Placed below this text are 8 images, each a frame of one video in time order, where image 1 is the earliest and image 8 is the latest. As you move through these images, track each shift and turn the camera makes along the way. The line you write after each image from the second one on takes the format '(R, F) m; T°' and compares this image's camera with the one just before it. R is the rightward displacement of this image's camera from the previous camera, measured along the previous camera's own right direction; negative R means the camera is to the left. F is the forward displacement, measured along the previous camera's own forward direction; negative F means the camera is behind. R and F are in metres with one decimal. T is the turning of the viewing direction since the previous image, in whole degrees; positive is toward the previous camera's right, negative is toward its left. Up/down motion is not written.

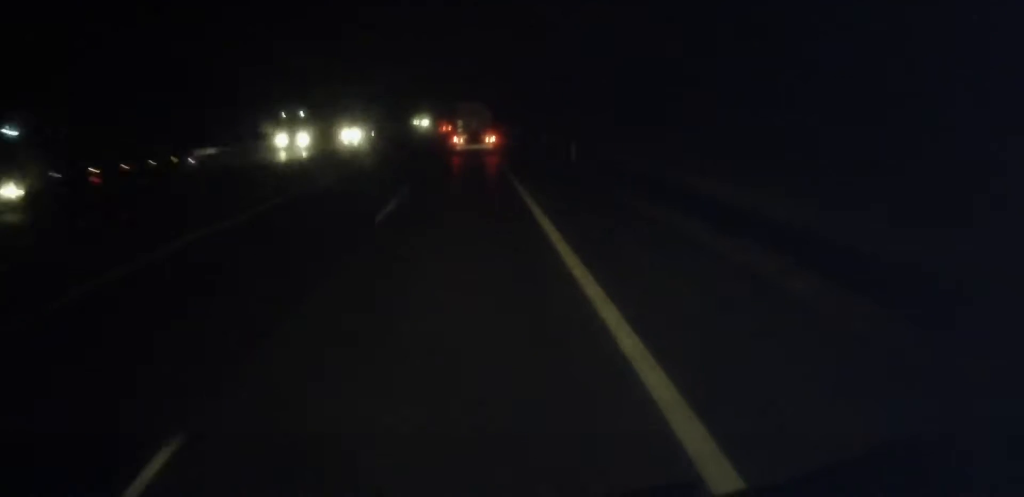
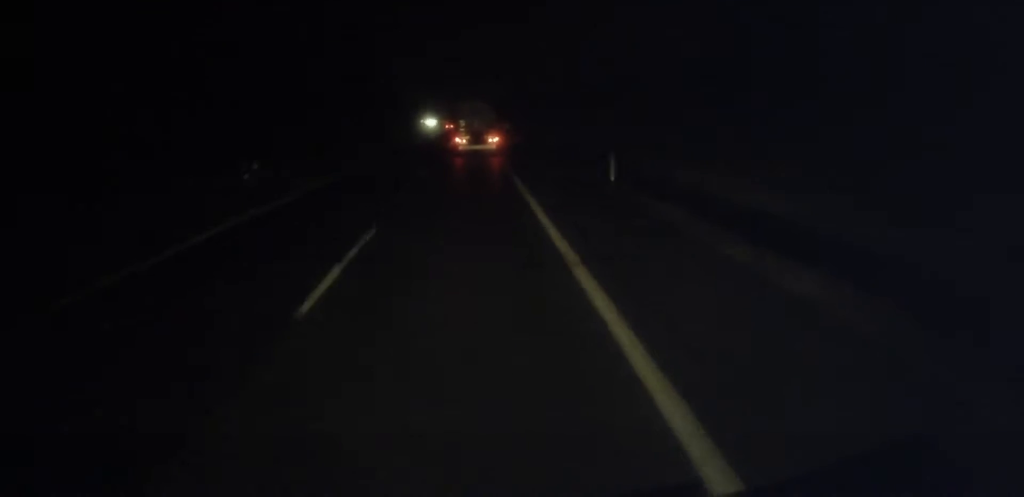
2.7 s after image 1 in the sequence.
(-0.2, +62.3) m; -1°
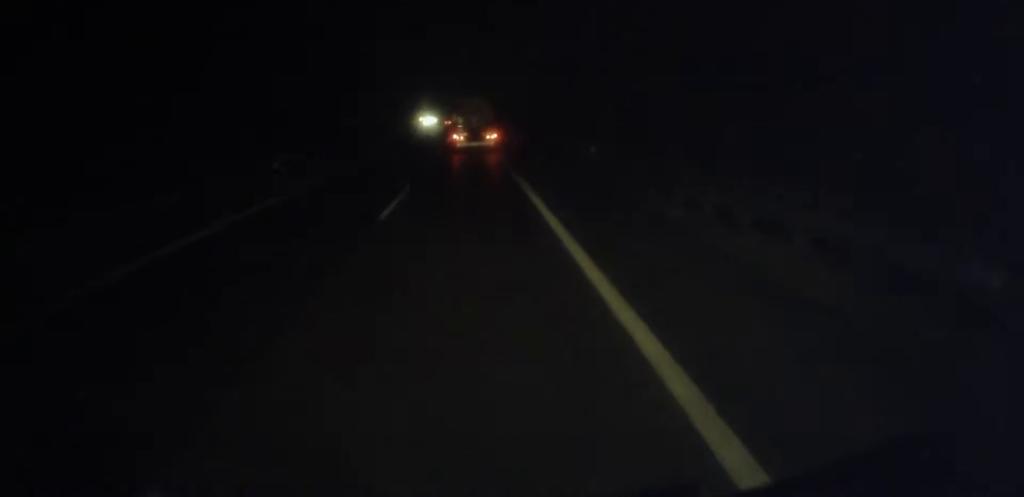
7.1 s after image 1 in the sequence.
(-0.9, +102.2) m; -1°
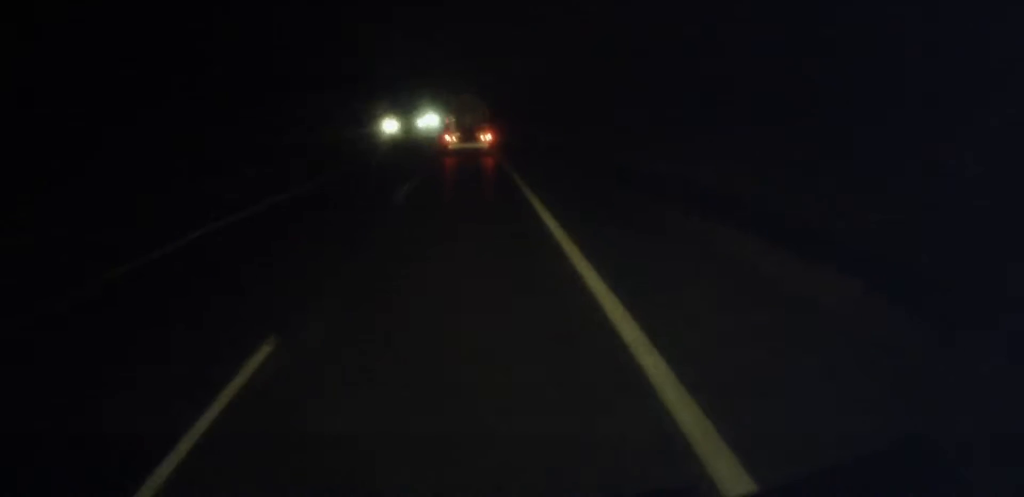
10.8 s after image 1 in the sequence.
(-0.1, +86.4) m; -1°
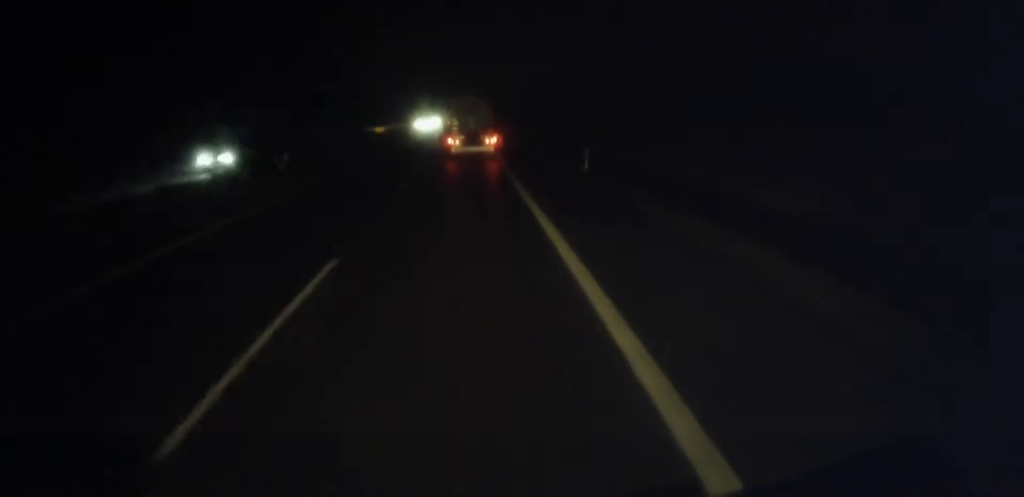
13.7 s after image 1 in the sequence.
(-0.3, +67.6) m; -1°
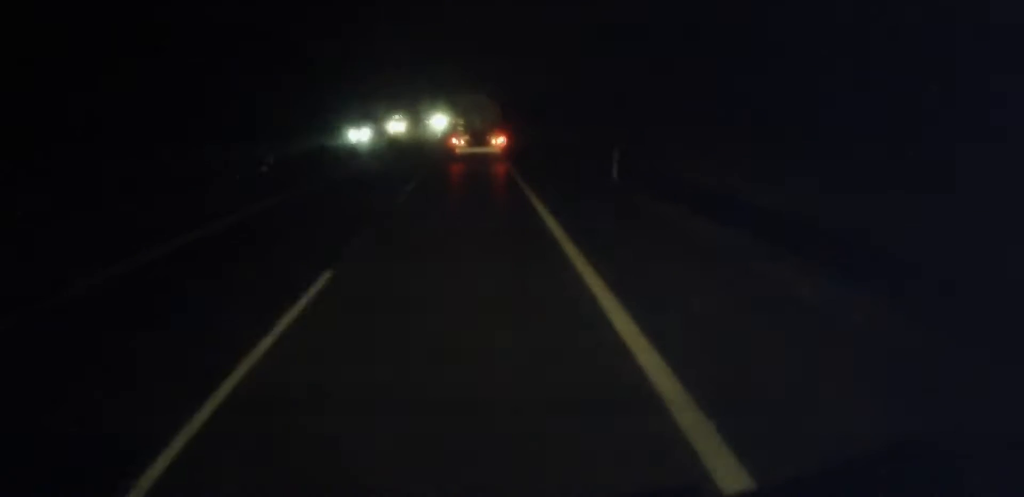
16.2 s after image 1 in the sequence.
(-0.4, +54.8) m; 0°
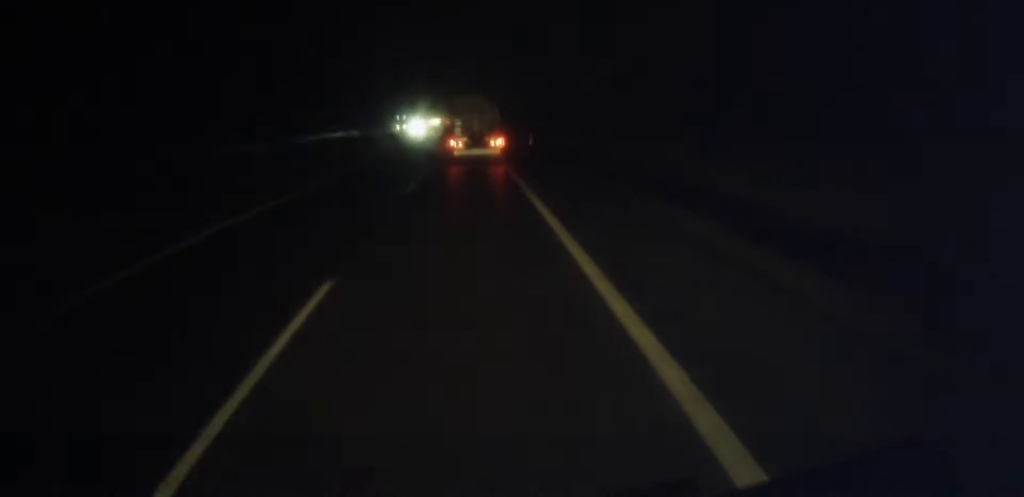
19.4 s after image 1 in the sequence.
(-0.4, +72.7) m; -1°
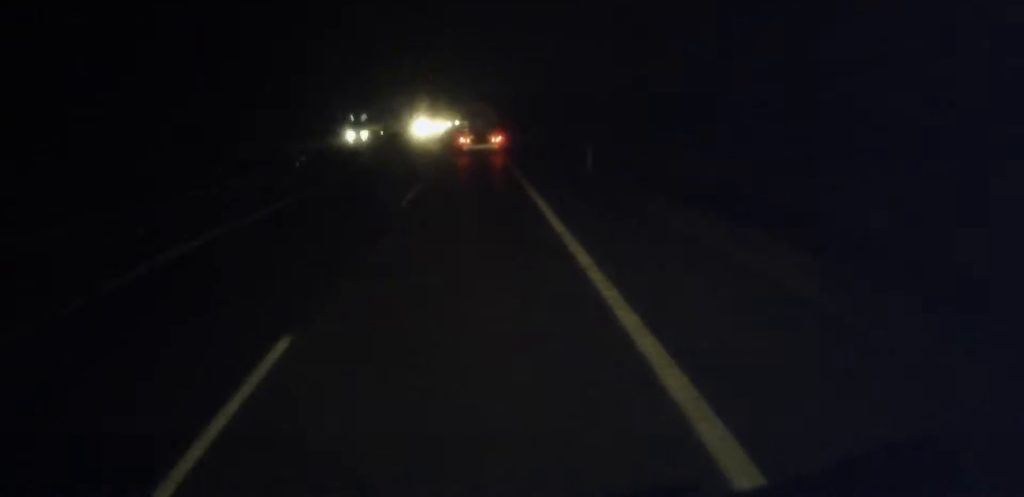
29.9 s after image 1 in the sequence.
(-4.0, +239.9) m; -2°
